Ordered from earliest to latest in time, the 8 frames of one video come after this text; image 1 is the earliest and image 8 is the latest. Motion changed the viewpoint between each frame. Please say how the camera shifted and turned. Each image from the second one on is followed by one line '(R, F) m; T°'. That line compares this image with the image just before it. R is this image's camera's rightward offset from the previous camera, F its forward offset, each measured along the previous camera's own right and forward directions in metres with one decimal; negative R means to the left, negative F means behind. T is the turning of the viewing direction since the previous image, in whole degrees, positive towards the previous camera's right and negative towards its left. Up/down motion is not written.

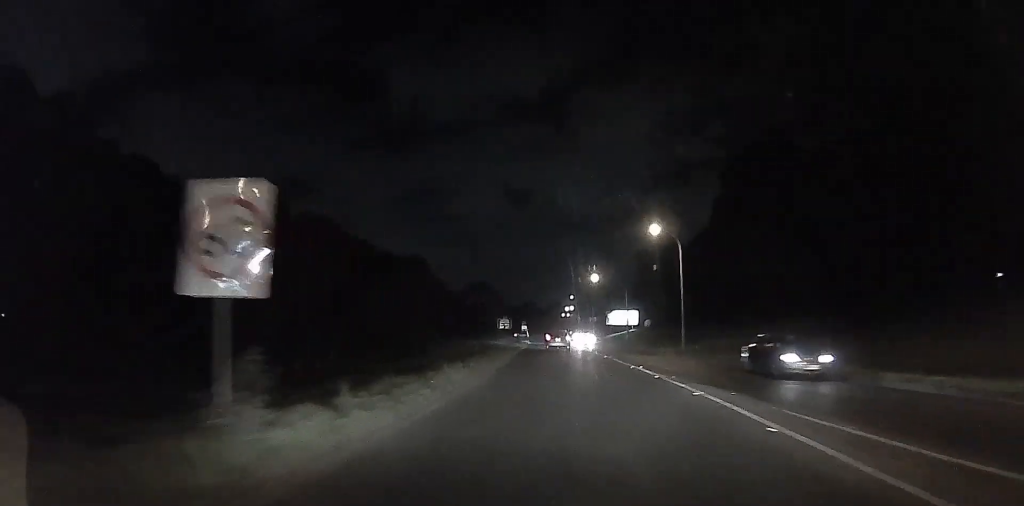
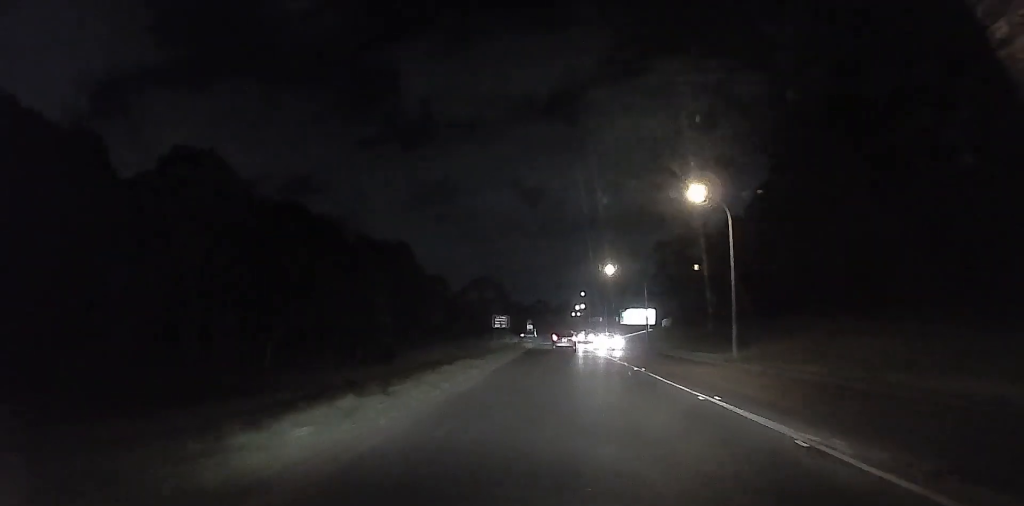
(-0.3, +11.5) m; -2°
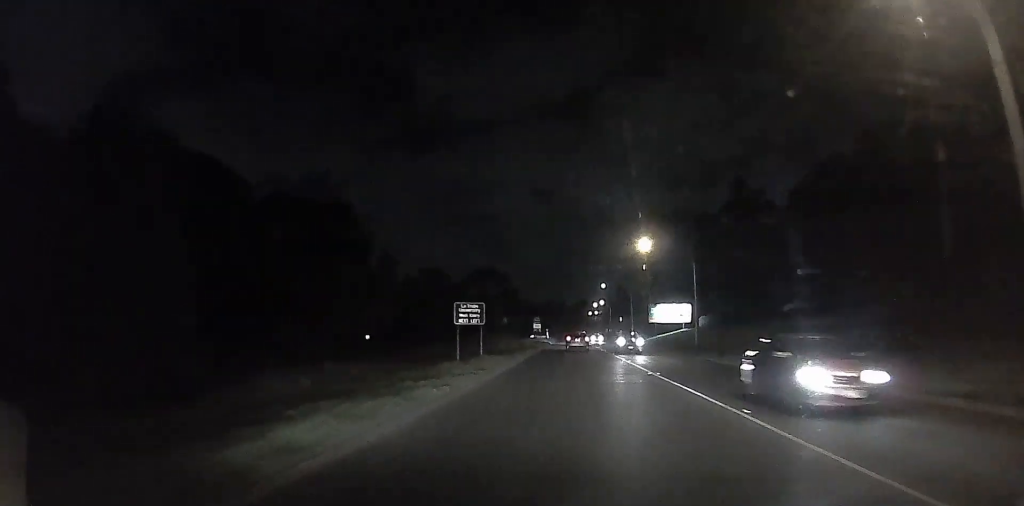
(+0.4, +27.7) m; +2°
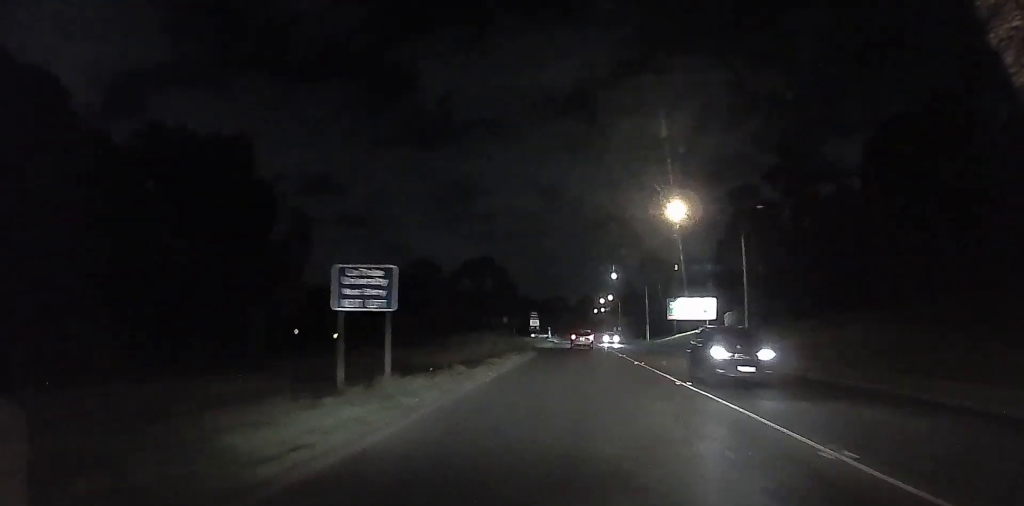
(-0.3, +21.9) m; -2°
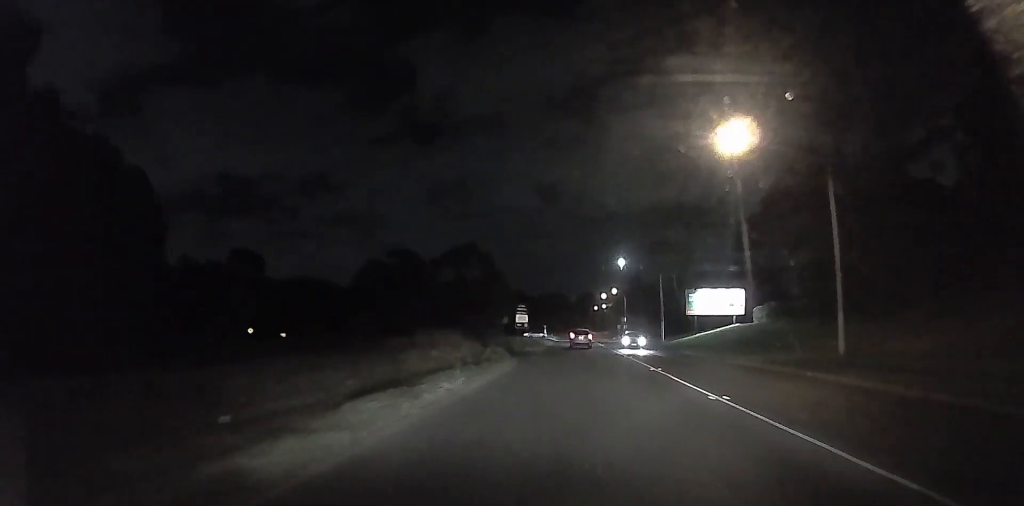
(-0.3, +20.6) m; -1°
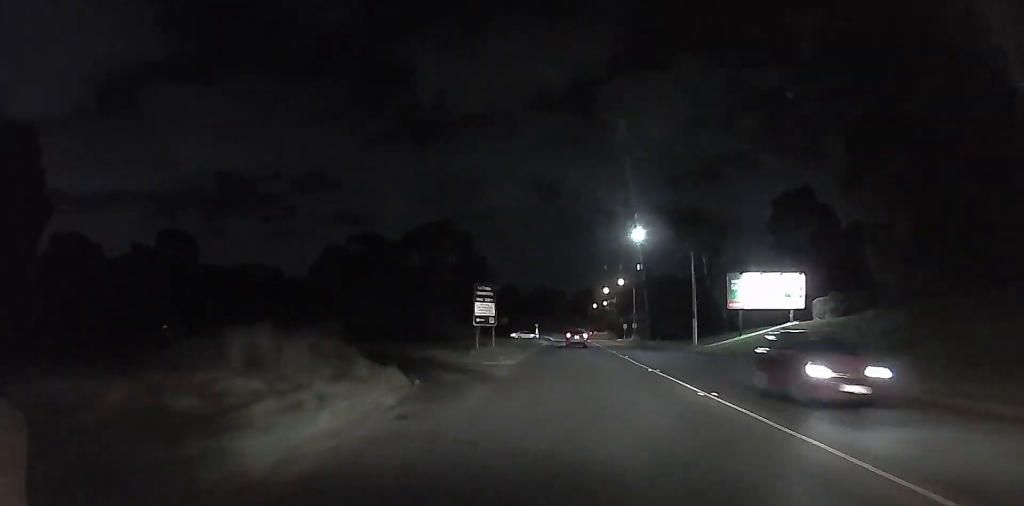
(+0.9, +24.1) m; +2°
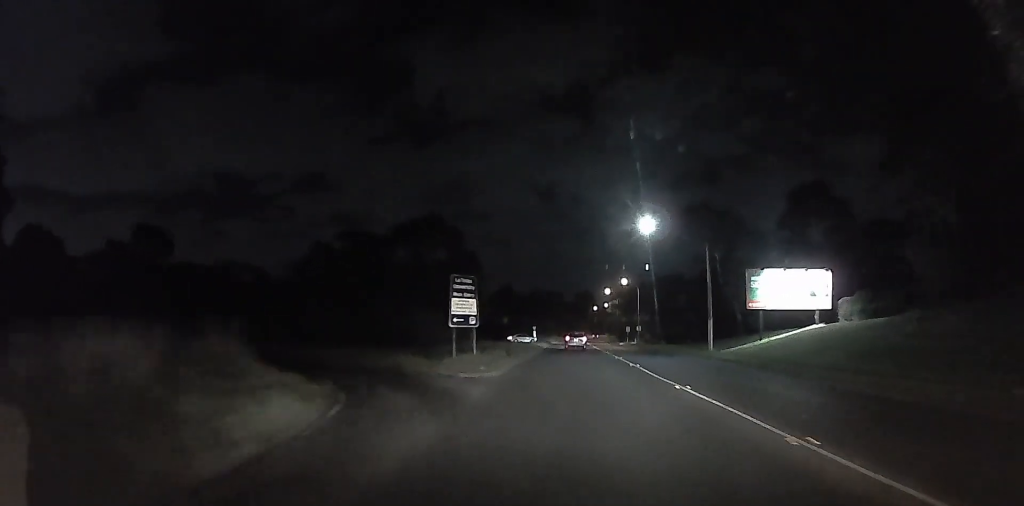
(+0.6, +6.4) m; -1°
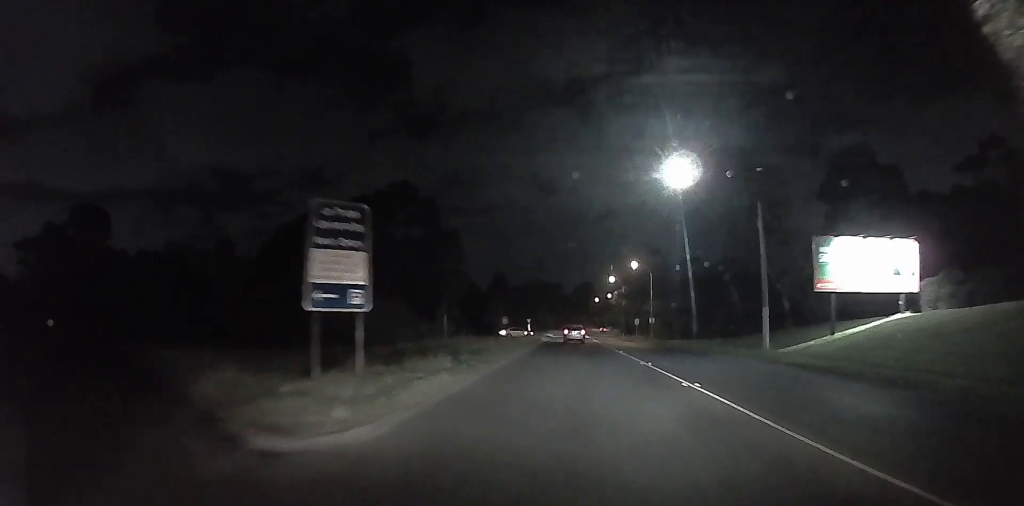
(-1.3, +13.2) m; -3°
